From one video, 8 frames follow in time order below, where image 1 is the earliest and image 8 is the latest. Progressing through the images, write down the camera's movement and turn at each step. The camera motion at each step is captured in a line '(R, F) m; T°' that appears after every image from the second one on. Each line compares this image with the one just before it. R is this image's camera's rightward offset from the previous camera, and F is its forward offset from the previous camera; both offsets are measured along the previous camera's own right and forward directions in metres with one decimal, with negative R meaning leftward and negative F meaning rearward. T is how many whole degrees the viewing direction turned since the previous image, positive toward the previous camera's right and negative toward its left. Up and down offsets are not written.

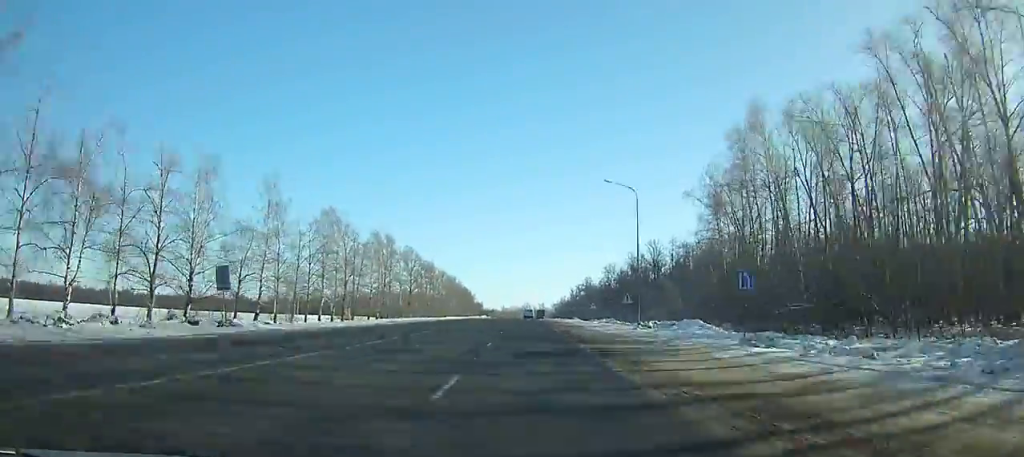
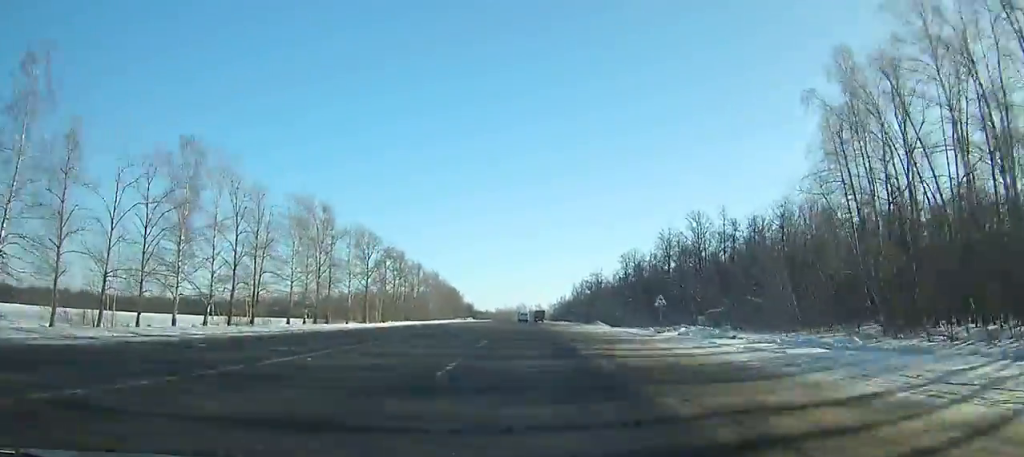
(-0.1, +44.2) m; 0°
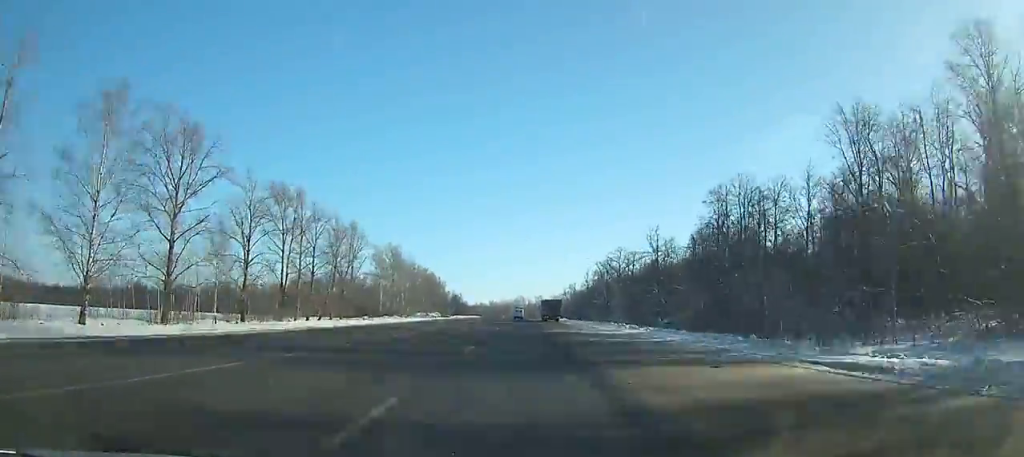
(-0.1, +77.1) m; 0°
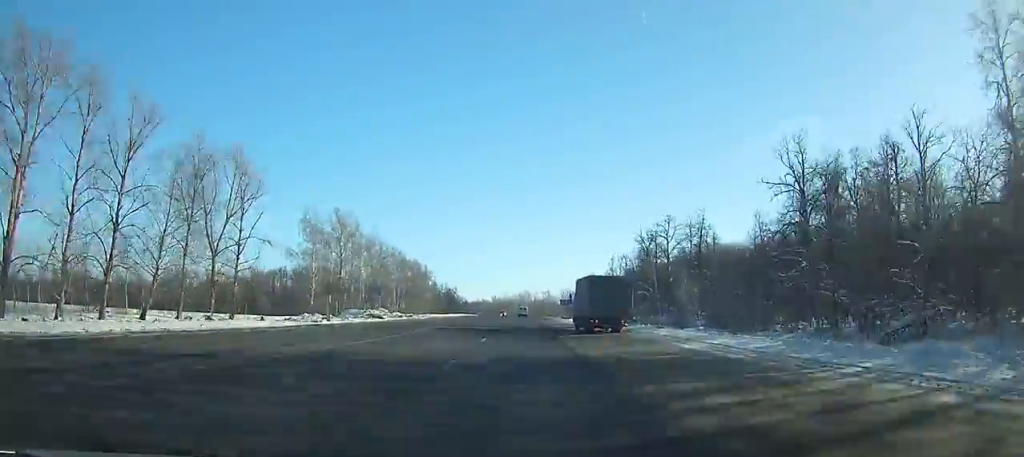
(+0.1, +54.2) m; 0°
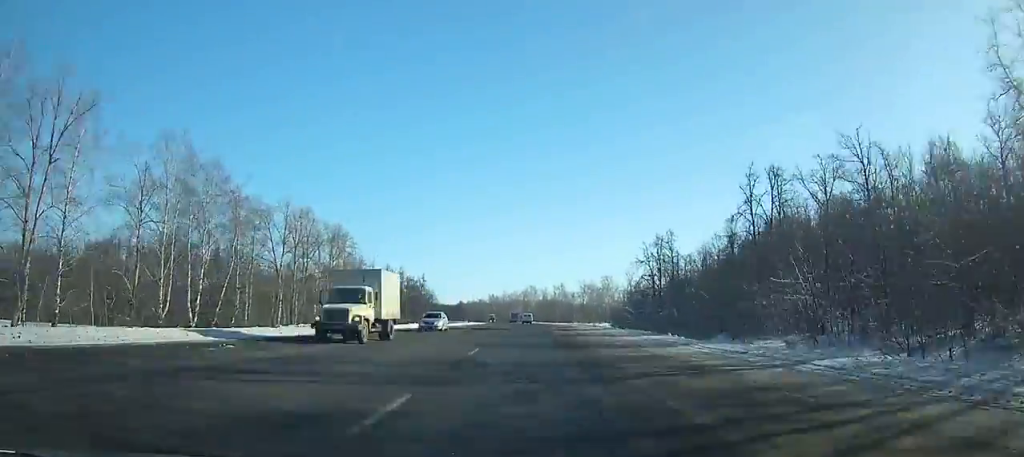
(-0.4, +112.9) m; 0°
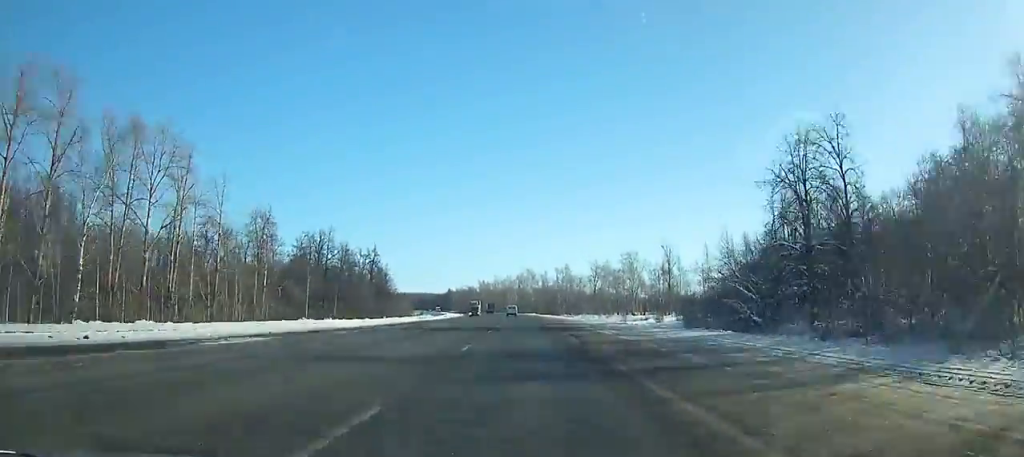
(+0.3, +61.2) m; 0°
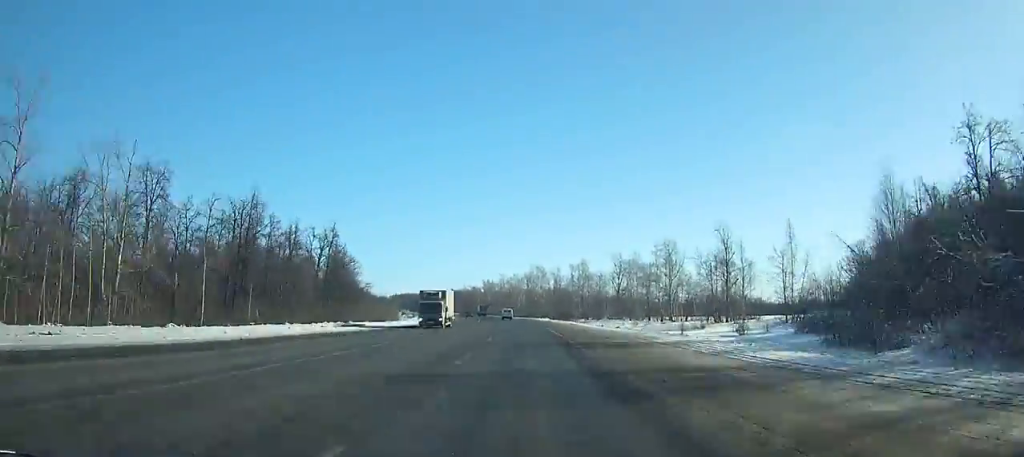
(-0.2, +36.6) m; -1°
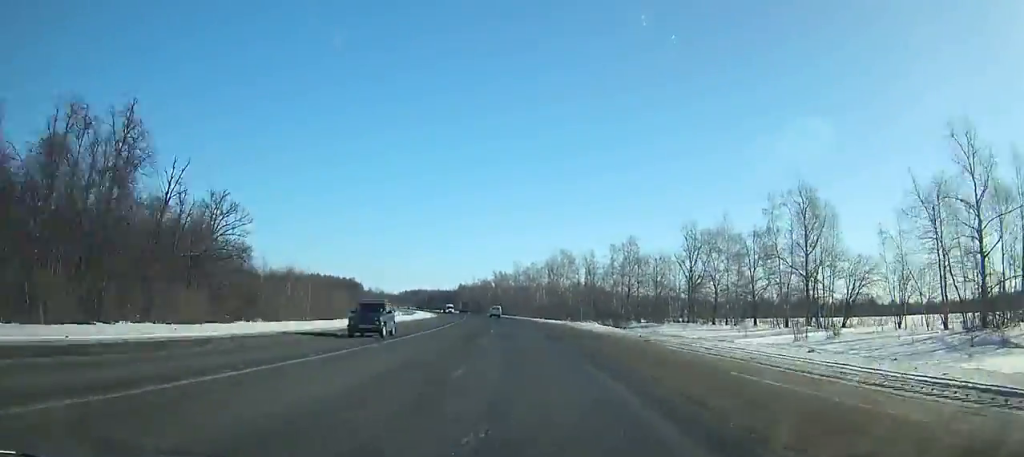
(-0.7, +64.4) m; -2°
